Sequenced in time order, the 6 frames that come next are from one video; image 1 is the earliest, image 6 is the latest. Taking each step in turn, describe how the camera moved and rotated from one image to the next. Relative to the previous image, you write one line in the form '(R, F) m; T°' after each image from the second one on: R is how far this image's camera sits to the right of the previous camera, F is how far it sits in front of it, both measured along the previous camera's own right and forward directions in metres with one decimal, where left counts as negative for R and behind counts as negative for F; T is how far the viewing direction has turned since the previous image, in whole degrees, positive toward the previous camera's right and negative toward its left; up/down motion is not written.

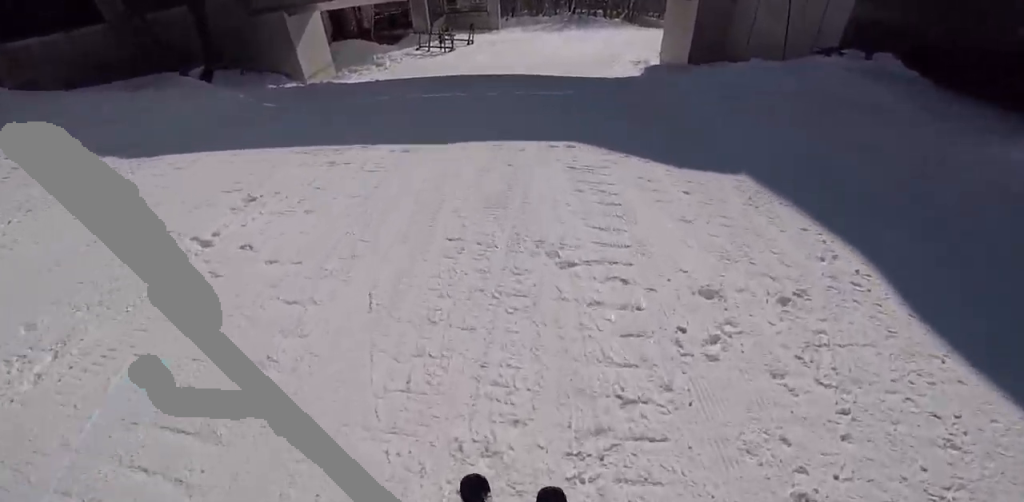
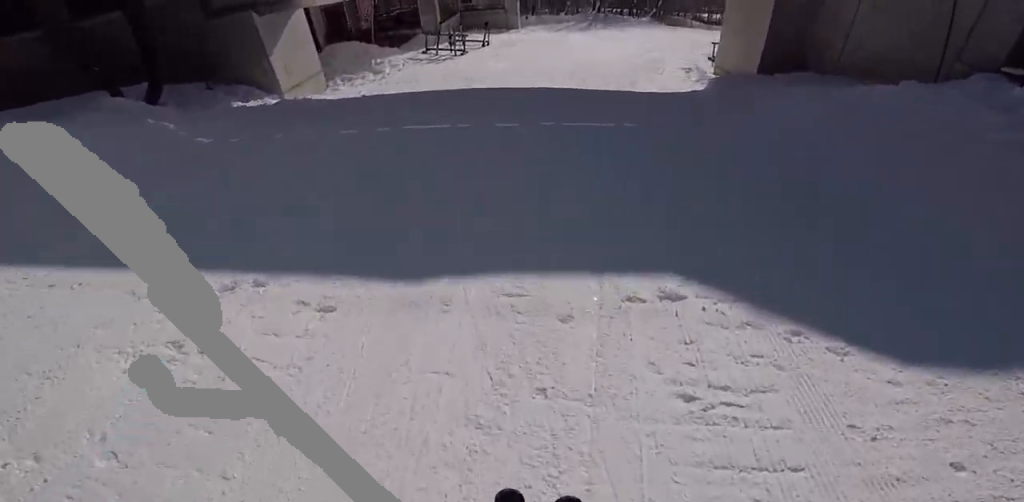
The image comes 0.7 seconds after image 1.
(-0.3, +3.3) m; +7°
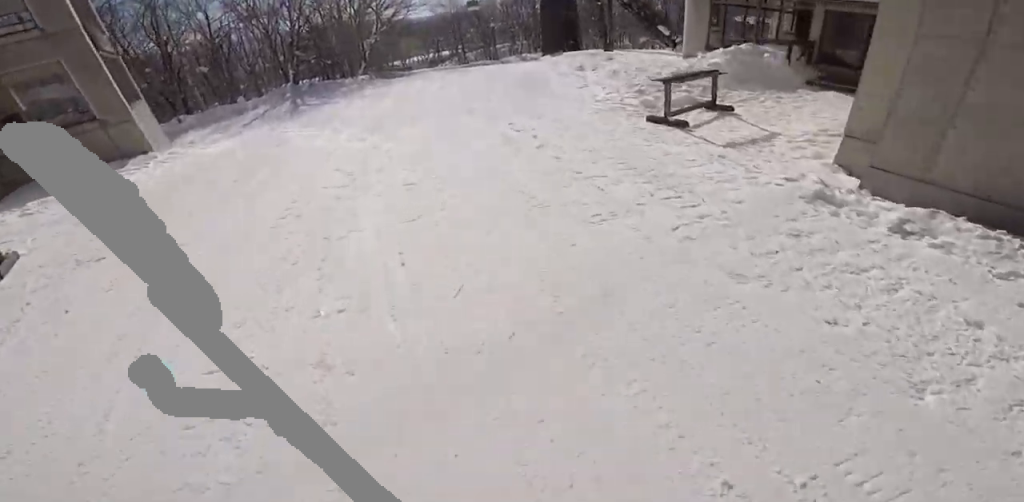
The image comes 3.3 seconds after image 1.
(-0.2, +13.8) m; +7°
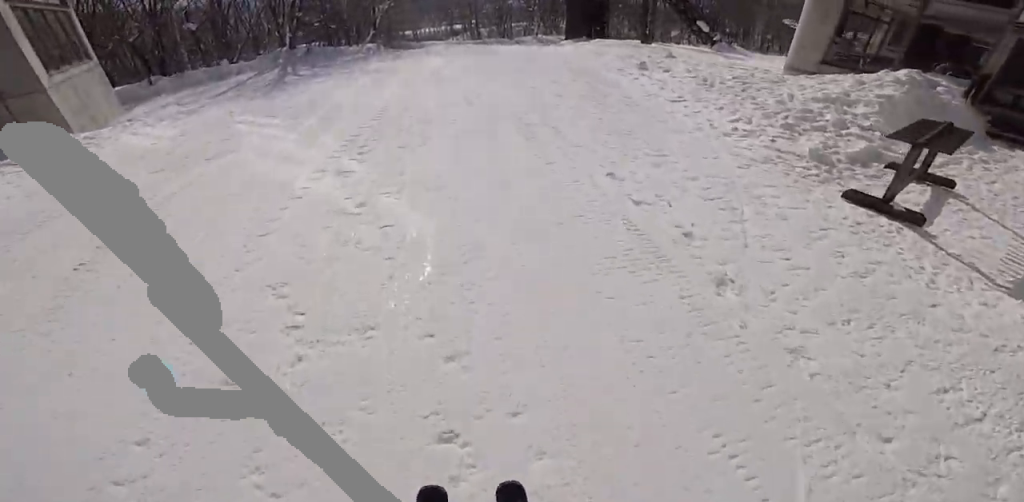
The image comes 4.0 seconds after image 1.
(+0.6, +3.8) m; +12°
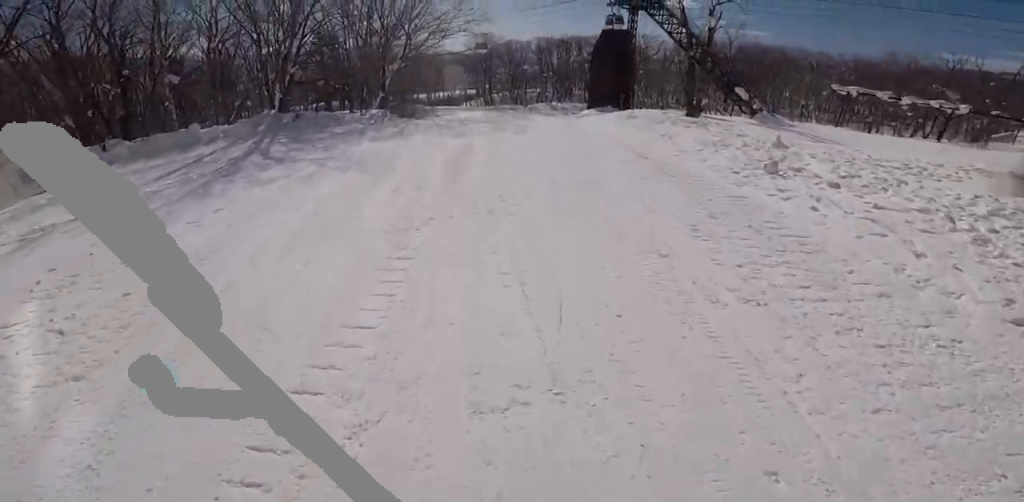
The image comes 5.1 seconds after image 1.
(+0.8, +5.9) m; +3°
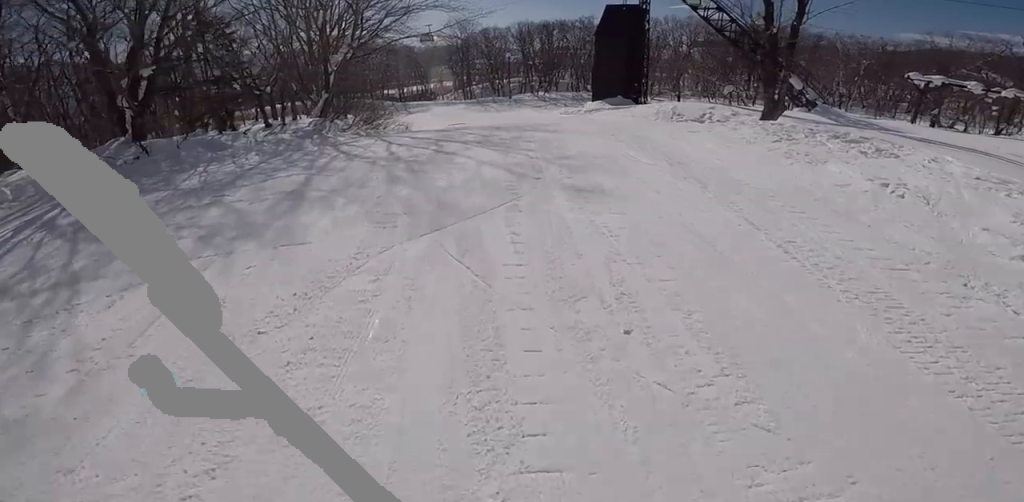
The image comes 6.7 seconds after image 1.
(-1.3, +8.9) m; -8°
